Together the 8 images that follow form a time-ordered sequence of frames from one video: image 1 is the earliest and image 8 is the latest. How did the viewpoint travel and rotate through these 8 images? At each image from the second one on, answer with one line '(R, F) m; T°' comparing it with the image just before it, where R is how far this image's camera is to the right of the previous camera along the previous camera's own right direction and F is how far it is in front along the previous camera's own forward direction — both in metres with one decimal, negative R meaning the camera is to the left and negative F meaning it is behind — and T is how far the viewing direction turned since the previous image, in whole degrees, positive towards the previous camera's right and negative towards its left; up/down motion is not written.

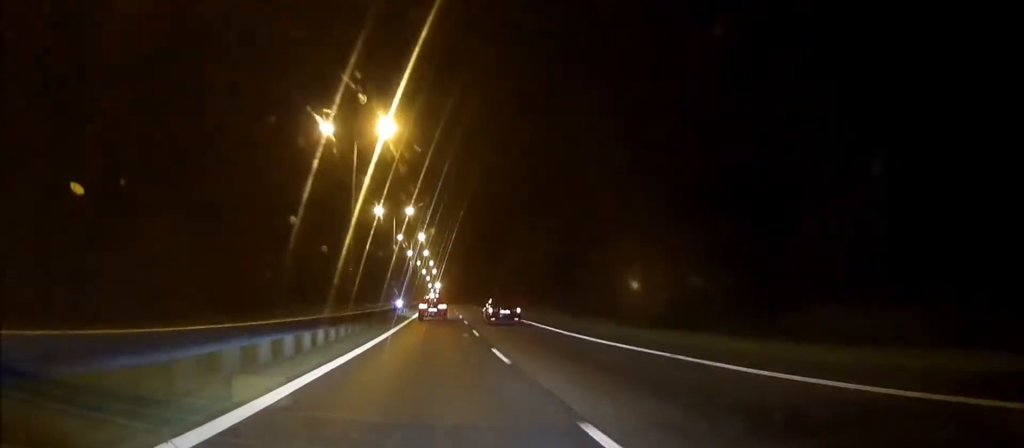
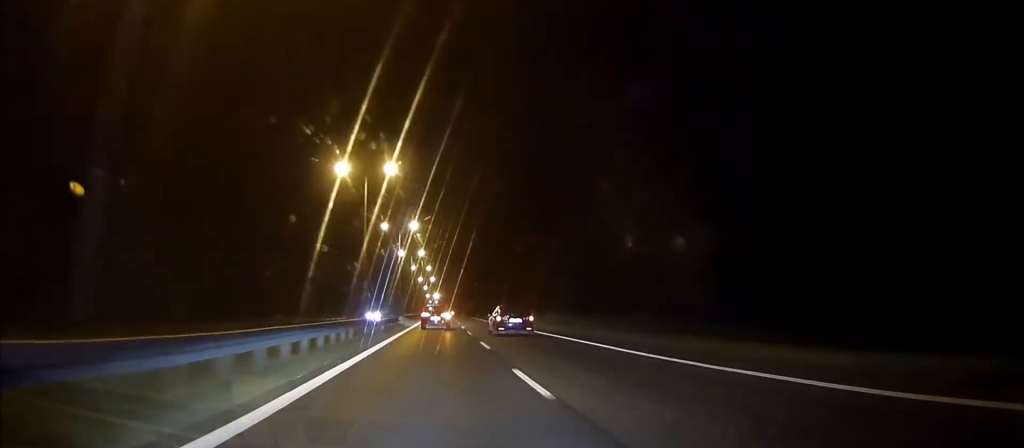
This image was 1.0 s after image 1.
(+0.1, +28.9) m; +1°
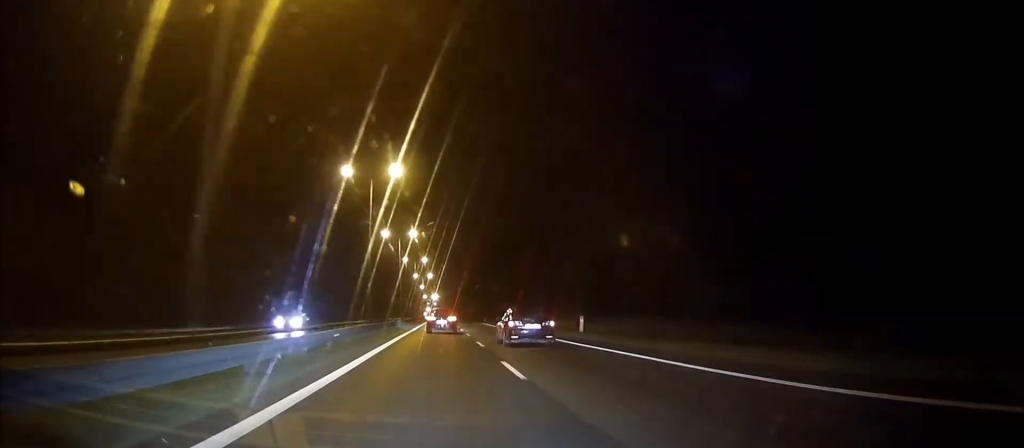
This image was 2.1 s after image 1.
(+0.2, +32.7) m; -1°
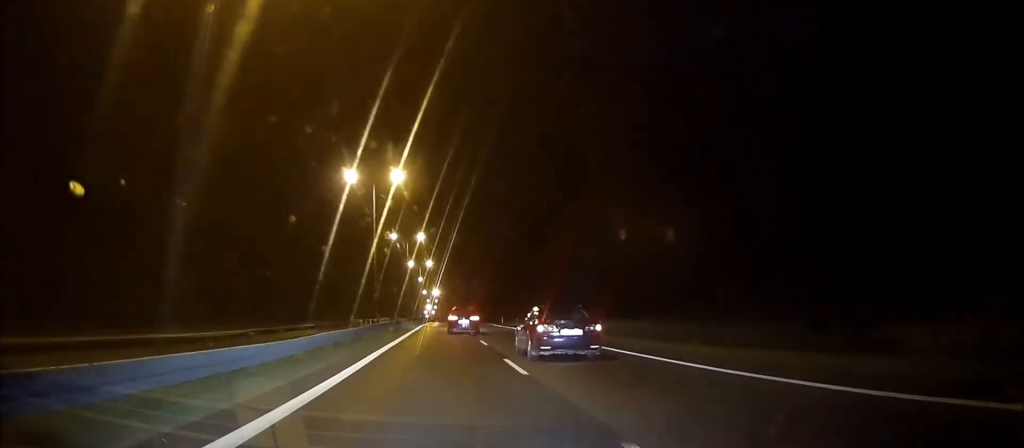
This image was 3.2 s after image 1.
(-0.4, +34.4) m; +1°
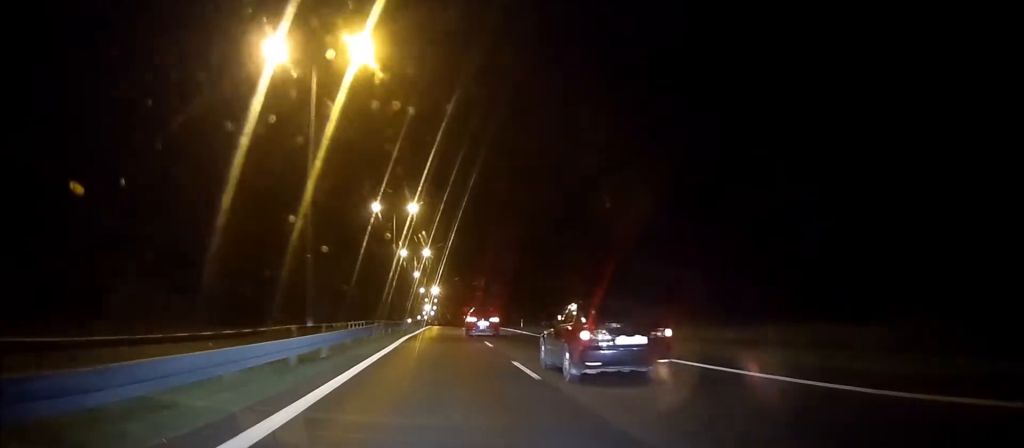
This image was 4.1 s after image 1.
(+0.4, +24.4) m; +1°
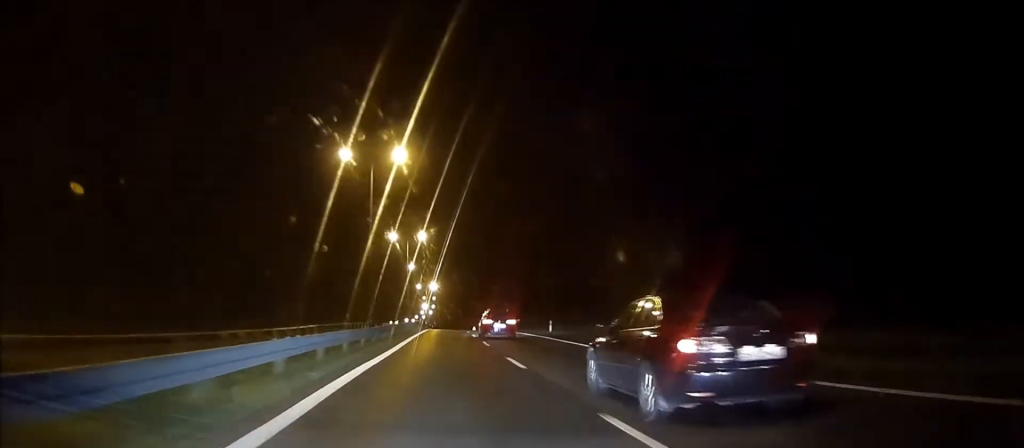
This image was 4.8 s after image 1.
(0.0, +20.3) m; 0°
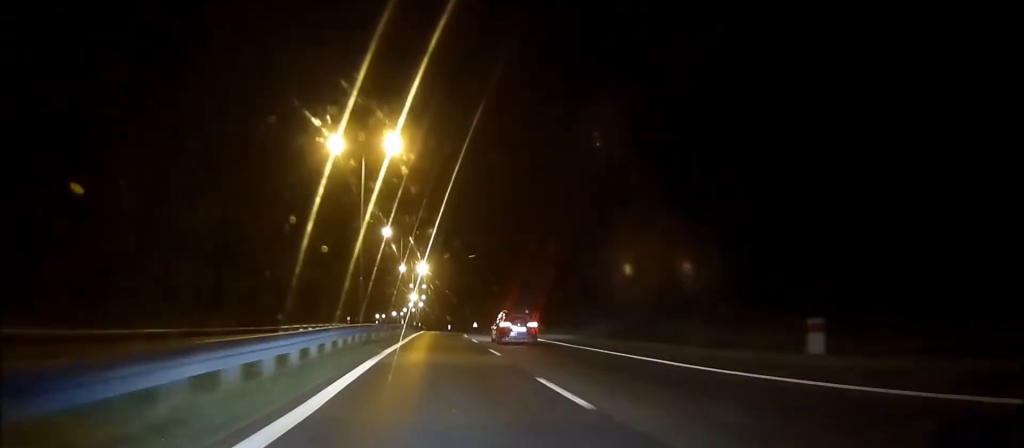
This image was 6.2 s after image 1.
(+0.3, +40.8) m; +1°
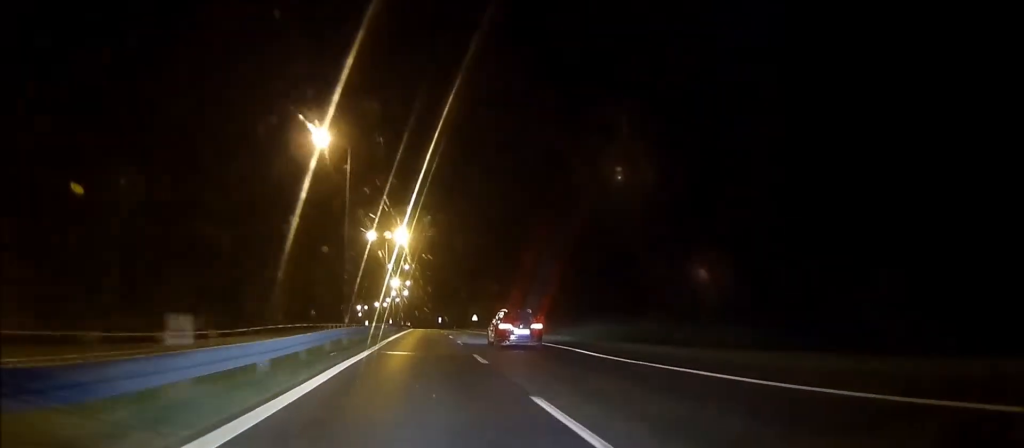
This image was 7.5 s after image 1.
(+0.3, +36.8) m; 0°
